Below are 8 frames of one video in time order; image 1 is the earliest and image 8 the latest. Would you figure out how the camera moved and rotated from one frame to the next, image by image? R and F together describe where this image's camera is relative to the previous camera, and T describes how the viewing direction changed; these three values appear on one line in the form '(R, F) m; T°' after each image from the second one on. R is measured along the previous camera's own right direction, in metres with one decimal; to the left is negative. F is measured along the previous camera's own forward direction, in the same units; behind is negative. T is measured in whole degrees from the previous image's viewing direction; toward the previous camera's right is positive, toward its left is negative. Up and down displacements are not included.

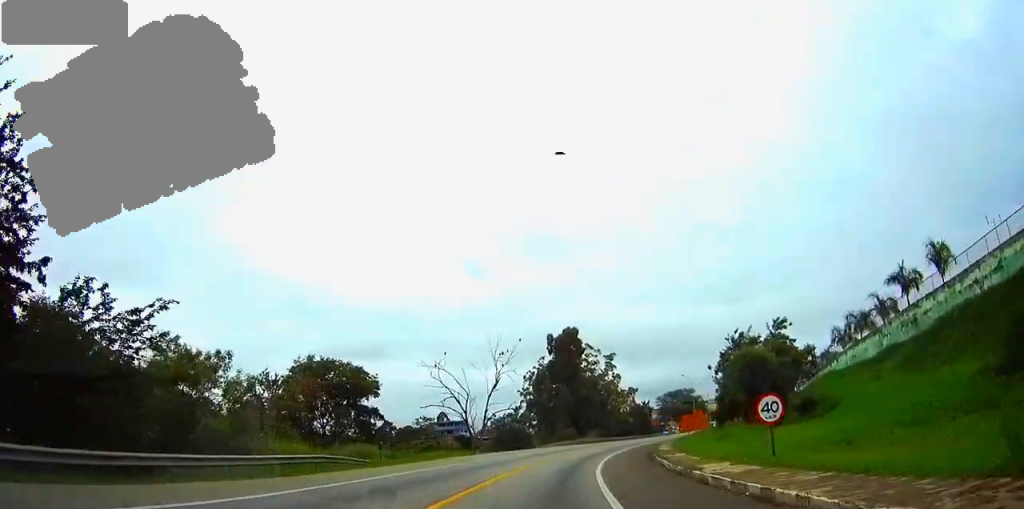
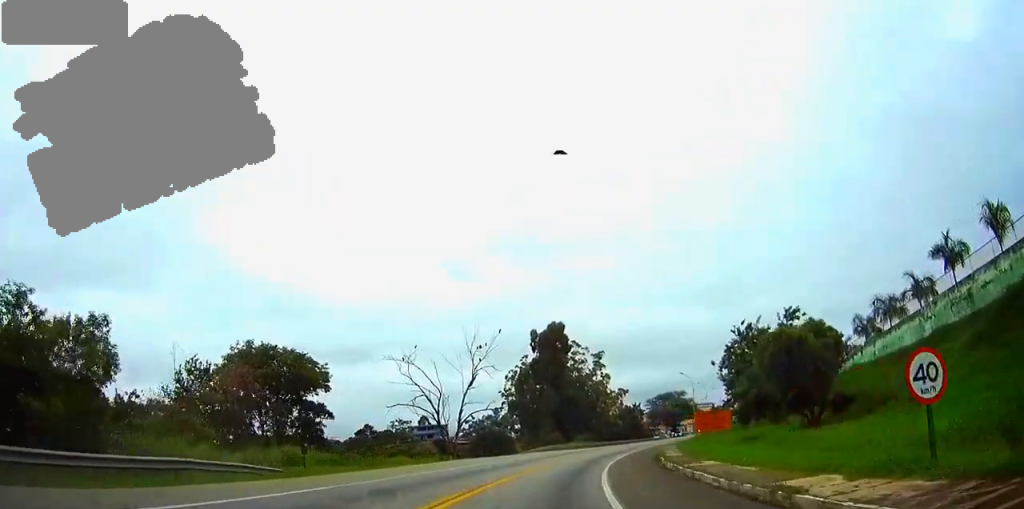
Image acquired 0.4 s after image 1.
(-0.1, +10.3) m; +1°
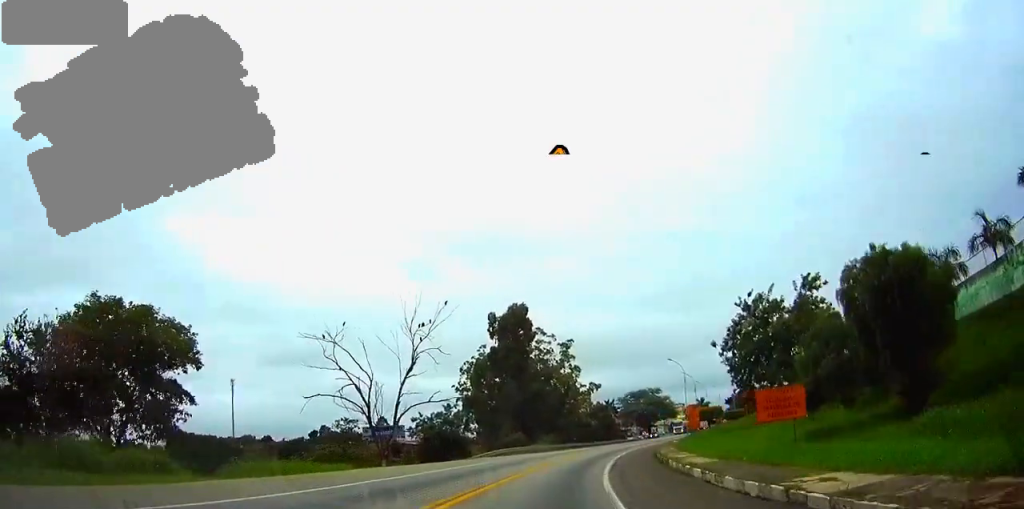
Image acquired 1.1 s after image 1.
(+0.6, +16.2) m; +3°
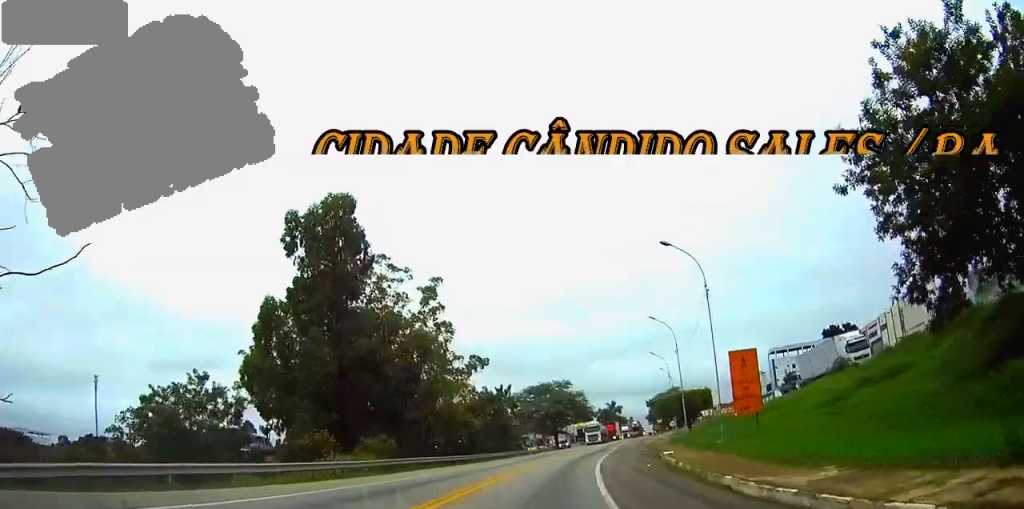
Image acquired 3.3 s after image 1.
(+3.7, +46.5) m; +9°
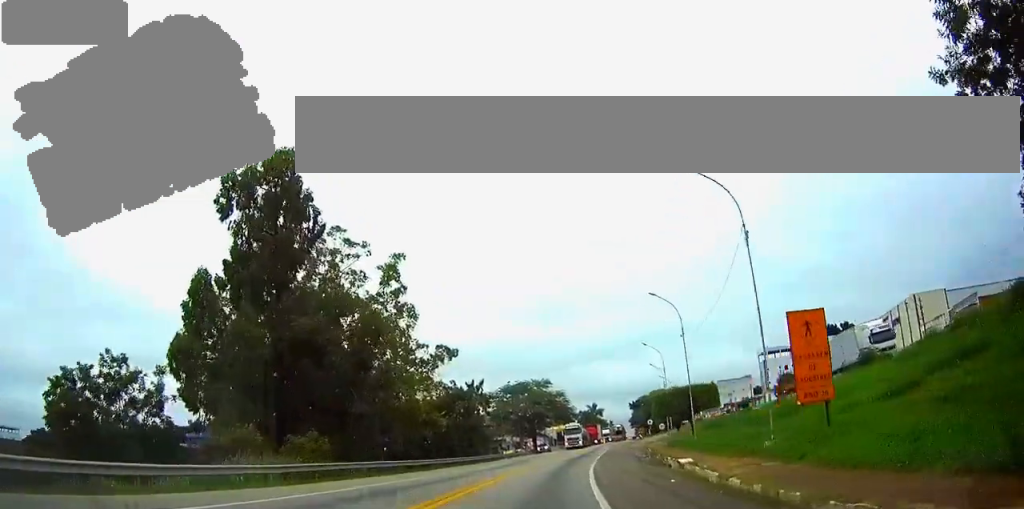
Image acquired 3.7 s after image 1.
(+0.2, +8.9) m; +1°
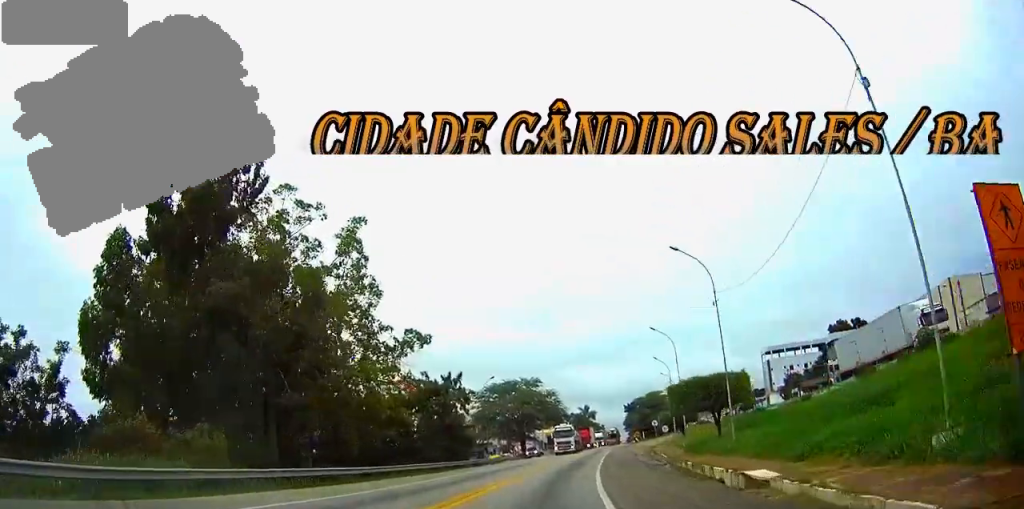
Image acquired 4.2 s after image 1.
(+0.1, +10.1) m; +1°
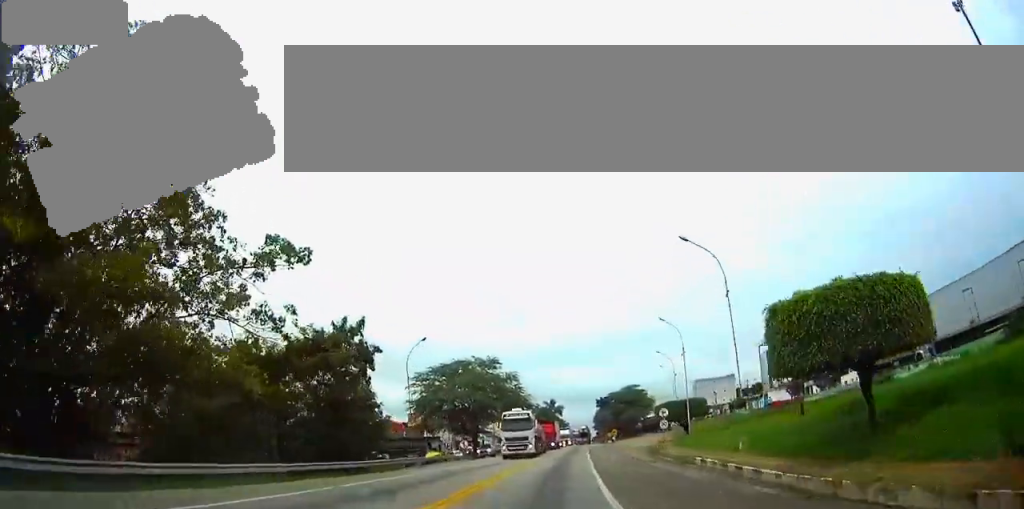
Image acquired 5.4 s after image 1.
(+0.5, +22.6) m; +3°
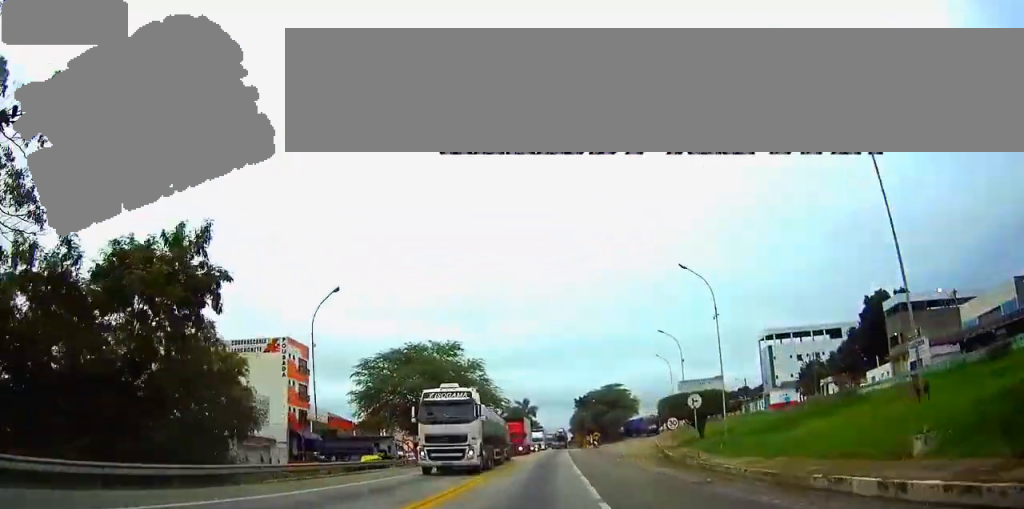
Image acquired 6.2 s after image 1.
(+0.2, +15.8) m; +1°
